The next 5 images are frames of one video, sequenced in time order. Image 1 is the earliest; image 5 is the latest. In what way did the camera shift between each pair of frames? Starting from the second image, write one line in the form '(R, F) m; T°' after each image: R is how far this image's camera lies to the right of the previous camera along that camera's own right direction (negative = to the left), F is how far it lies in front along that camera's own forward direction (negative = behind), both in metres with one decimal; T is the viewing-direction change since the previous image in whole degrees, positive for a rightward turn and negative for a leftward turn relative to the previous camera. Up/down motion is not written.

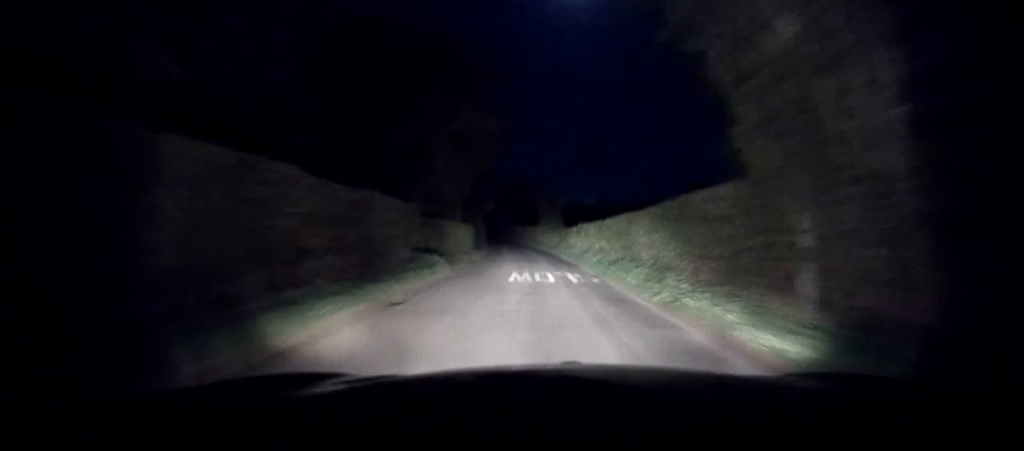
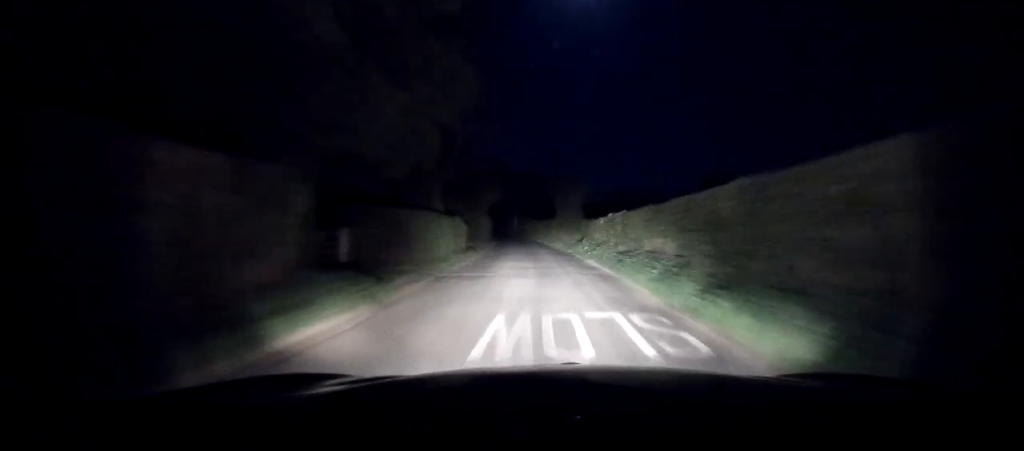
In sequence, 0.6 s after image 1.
(-0.1, +10.2) m; -1°
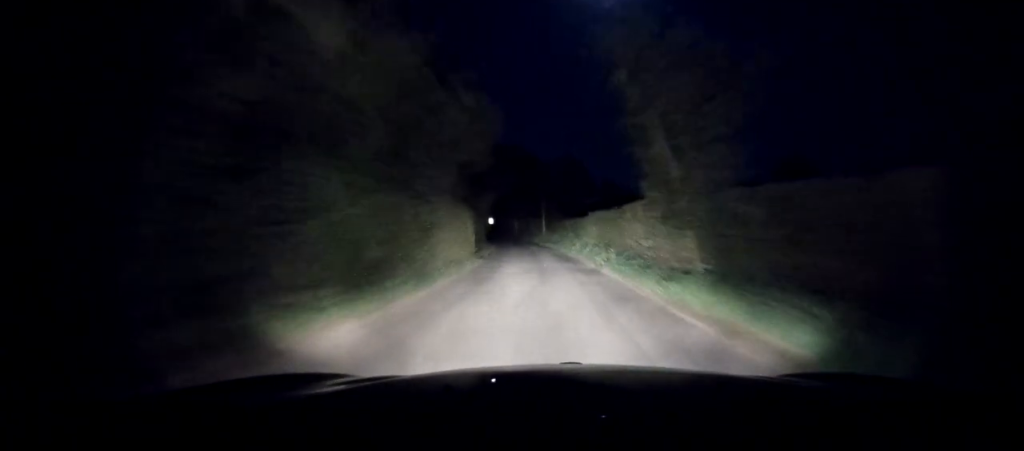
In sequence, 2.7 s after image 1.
(-0.8, +33.6) m; -3°
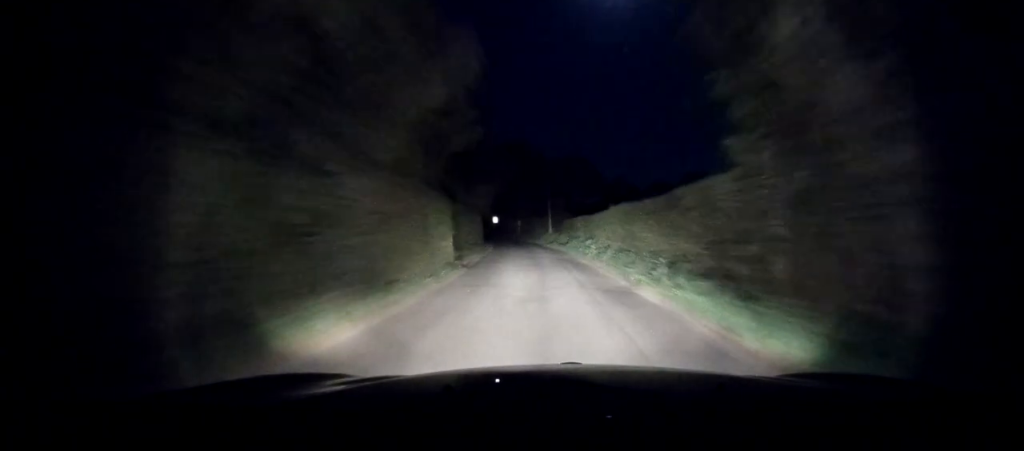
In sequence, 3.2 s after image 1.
(0.0, +7.7) m; -1°
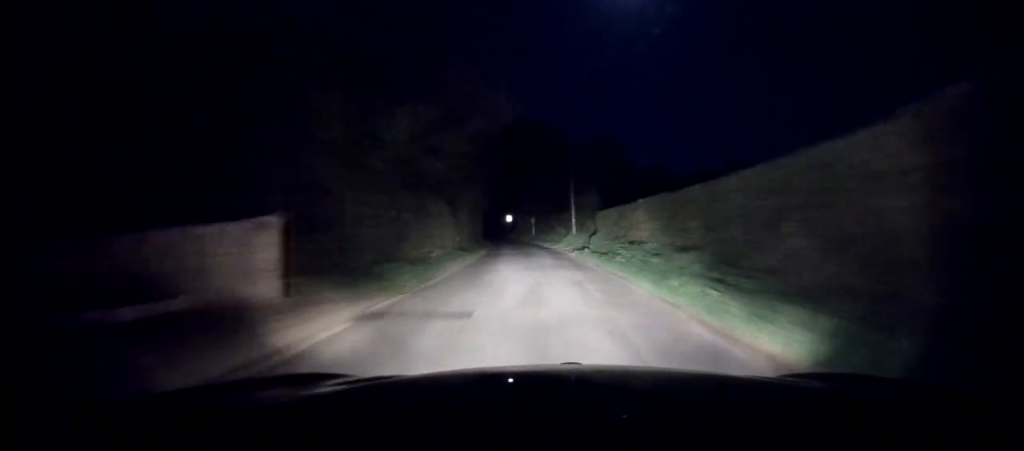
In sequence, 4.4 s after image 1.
(-0.5, +19.9) m; -2°
